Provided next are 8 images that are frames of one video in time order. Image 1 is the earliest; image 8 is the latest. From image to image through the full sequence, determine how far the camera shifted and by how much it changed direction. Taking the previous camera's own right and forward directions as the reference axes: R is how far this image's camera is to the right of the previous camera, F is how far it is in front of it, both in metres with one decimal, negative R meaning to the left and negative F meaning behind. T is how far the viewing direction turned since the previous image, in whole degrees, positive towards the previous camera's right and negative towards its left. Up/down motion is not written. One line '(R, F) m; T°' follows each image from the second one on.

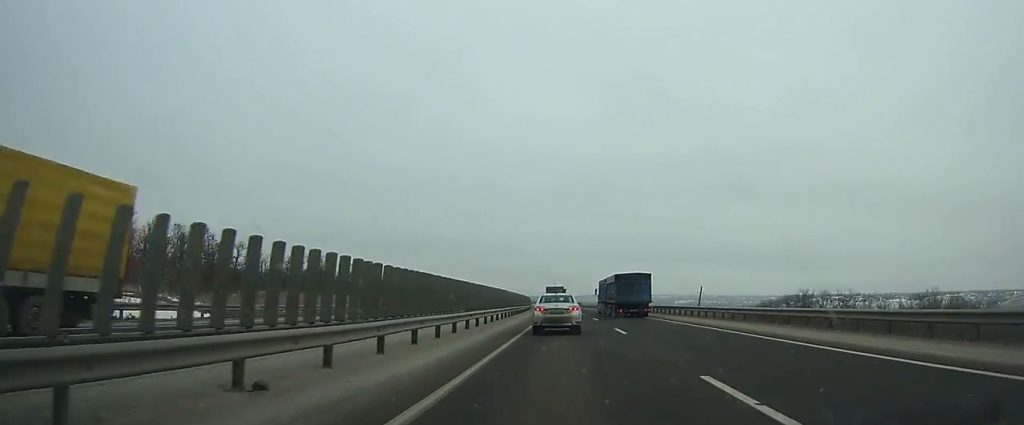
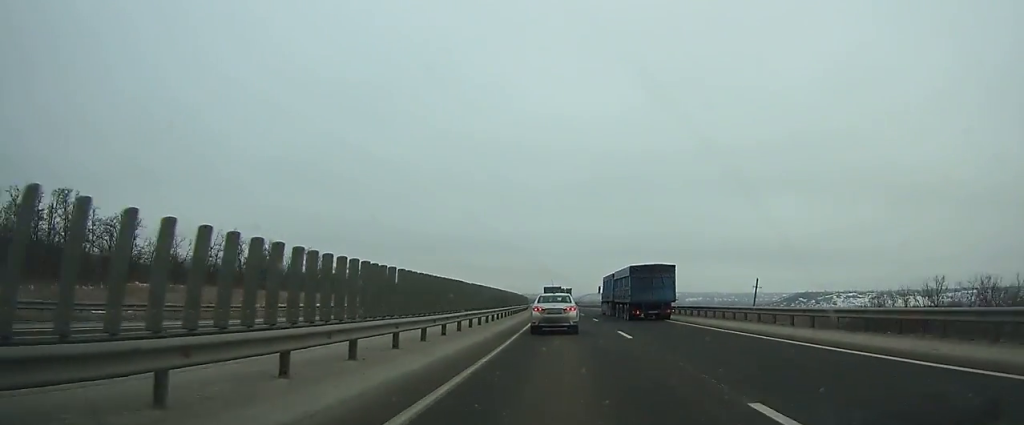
(-0.2, +33.7) m; -1°
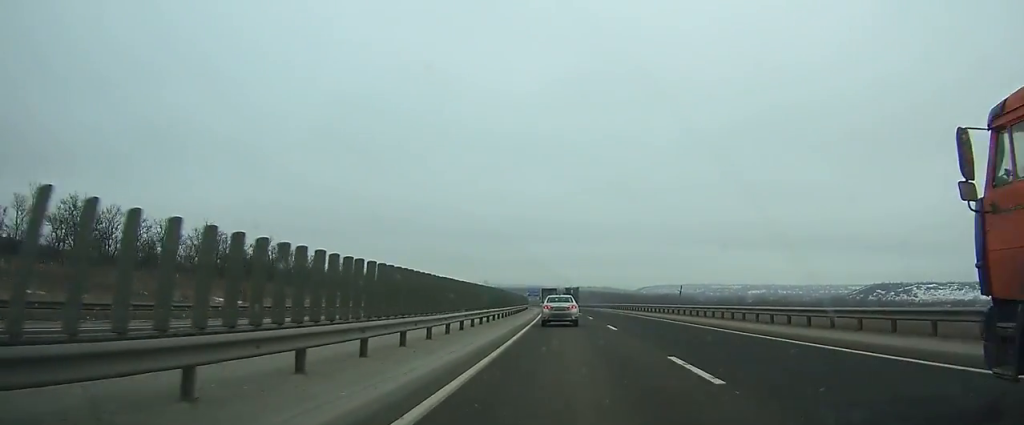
(-7.6, +170.0) m; -5°
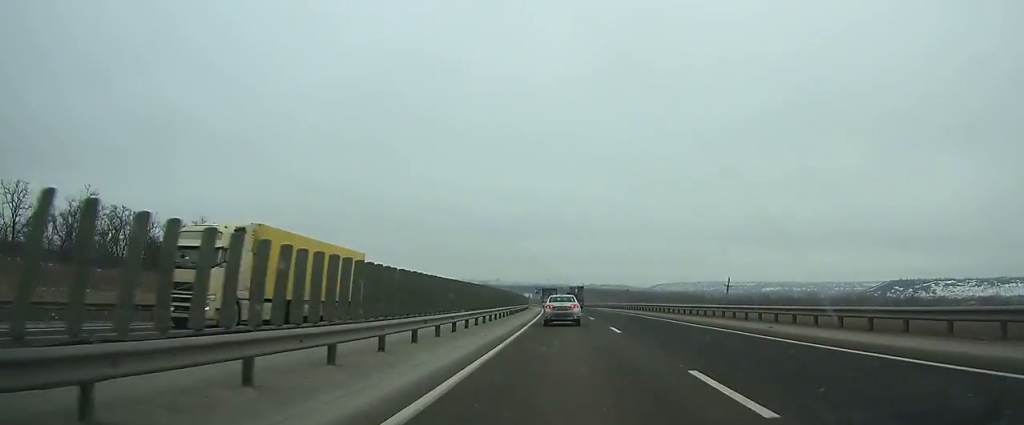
(-0.4, +34.2) m; -1°
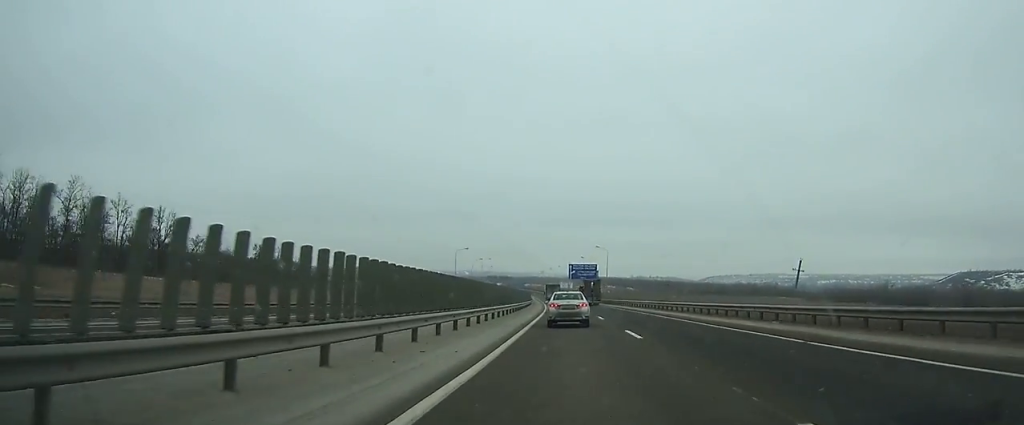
(-5.3, +130.7) m; -5°
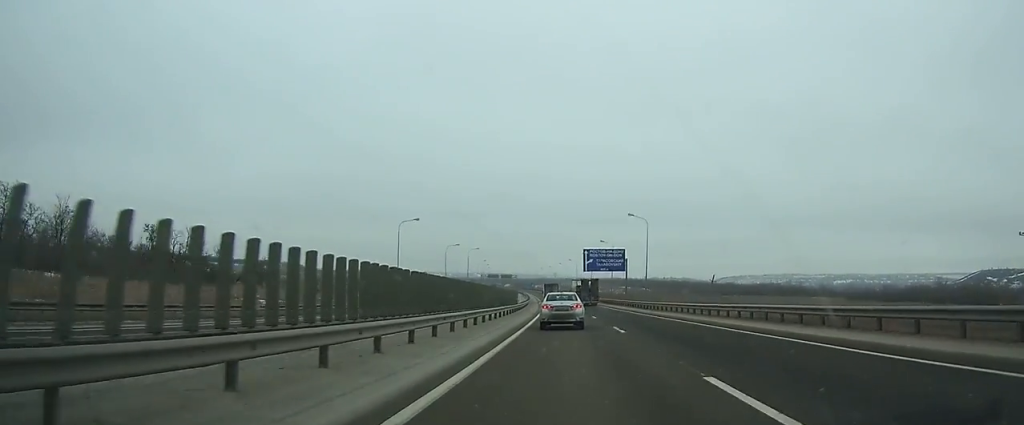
(-0.6, +44.9) m; -1°
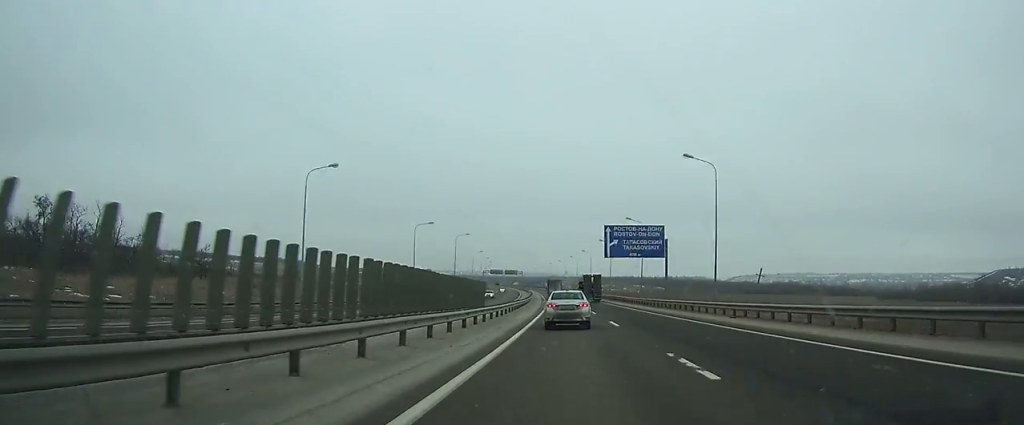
(-0.2, +28.3) m; -1°
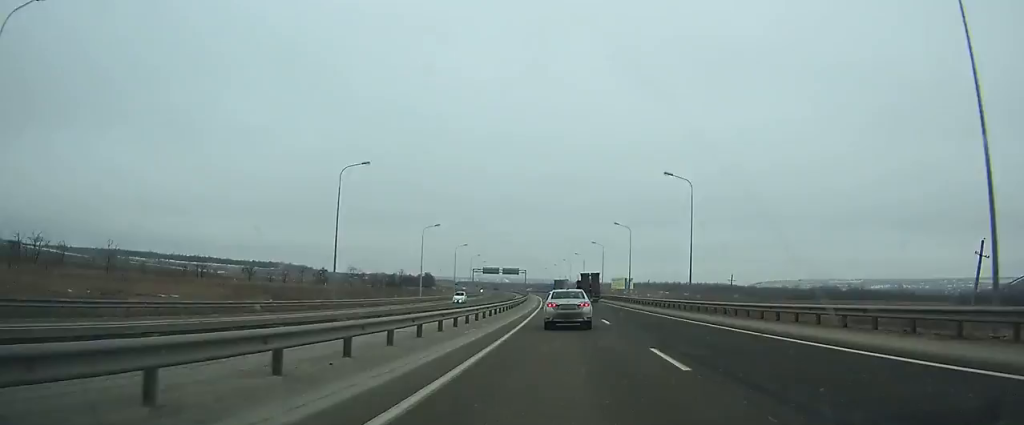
(-0.8, +63.9) m; -2°
